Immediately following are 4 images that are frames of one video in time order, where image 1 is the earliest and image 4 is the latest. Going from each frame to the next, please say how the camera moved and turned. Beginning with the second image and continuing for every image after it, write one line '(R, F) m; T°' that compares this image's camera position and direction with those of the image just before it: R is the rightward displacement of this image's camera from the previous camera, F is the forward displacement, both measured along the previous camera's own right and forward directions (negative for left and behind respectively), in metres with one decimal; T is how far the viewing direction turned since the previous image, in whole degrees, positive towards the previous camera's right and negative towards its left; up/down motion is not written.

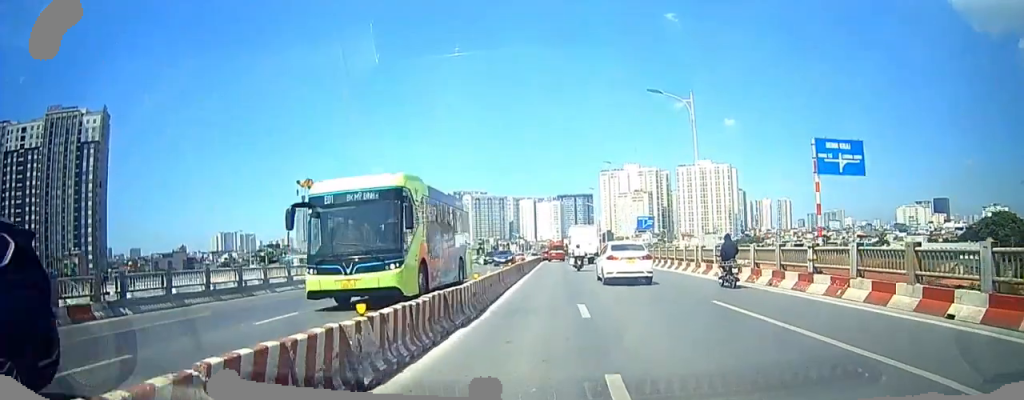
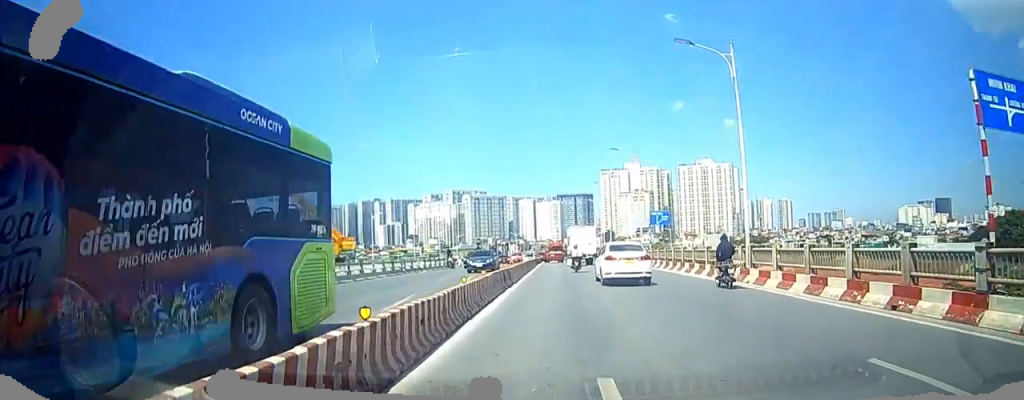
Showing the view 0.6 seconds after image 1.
(+0.1, +6.9) m; +2°
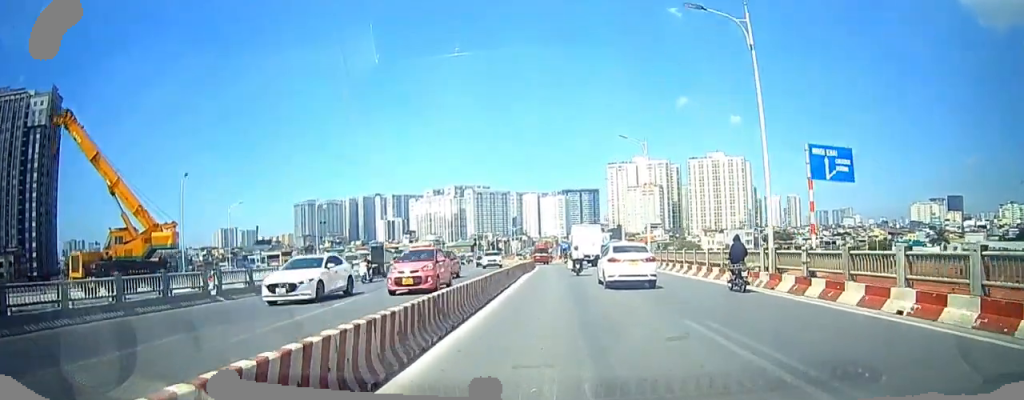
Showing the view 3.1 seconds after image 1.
(-0.8, +26.1) m; -4°
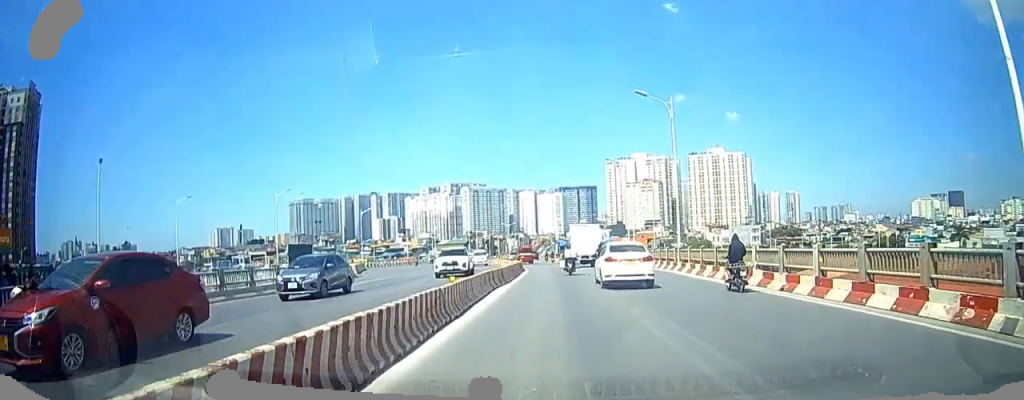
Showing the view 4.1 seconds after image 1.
(+0.3, +12.6) m; +2°
